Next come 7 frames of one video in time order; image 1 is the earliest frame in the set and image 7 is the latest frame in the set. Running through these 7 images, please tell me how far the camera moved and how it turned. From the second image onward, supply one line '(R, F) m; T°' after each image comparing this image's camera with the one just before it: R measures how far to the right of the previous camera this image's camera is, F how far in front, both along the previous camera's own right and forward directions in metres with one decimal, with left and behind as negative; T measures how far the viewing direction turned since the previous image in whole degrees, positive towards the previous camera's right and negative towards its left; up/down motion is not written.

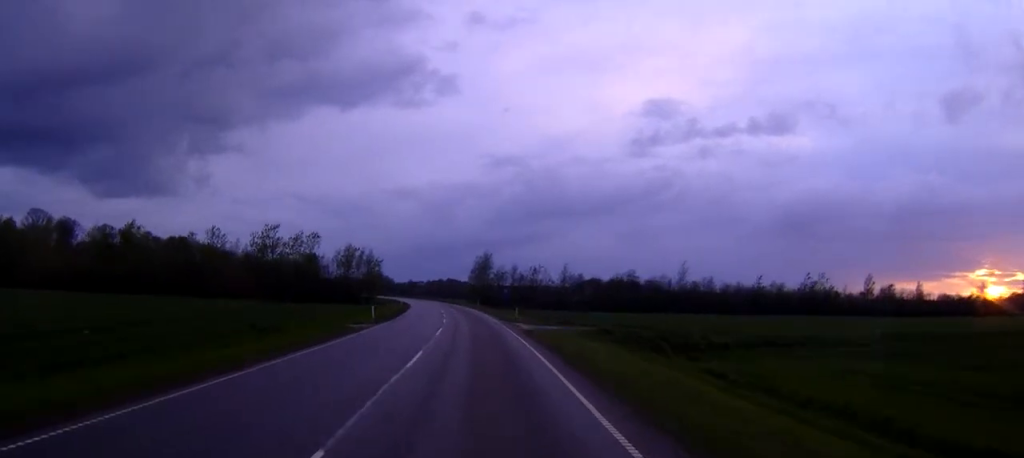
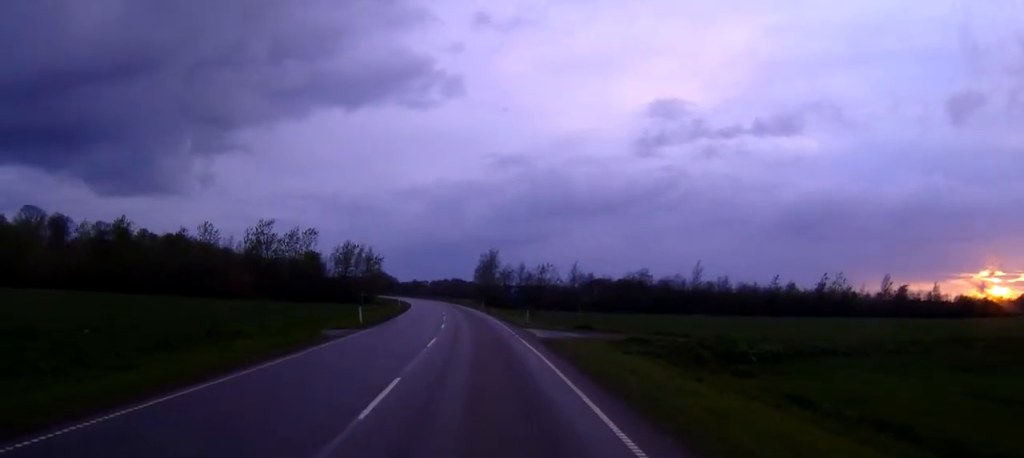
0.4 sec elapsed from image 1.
(0.0, +7.5) m; 0°
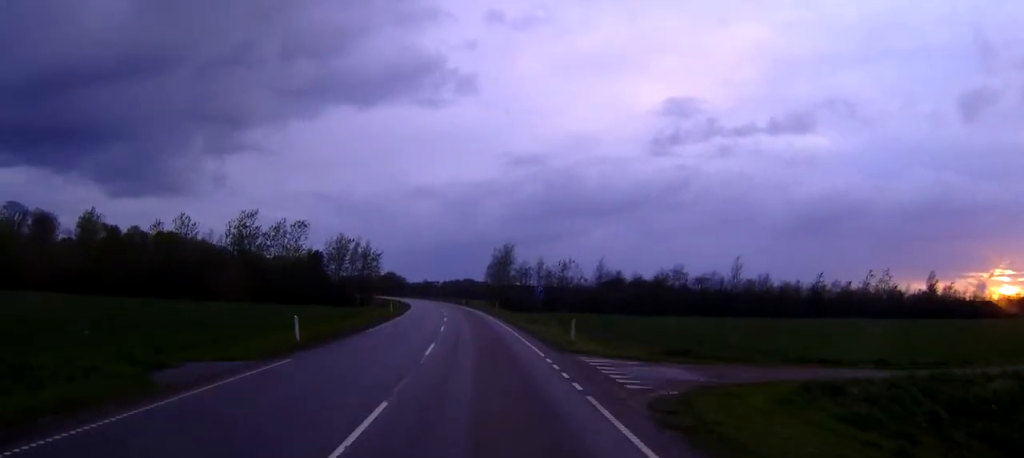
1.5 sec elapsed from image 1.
(-0.1, +18.2) m; -1°
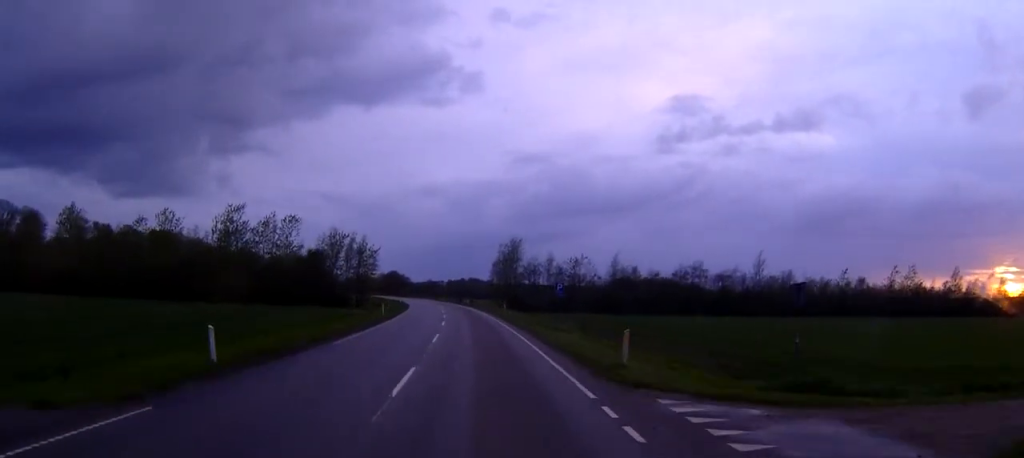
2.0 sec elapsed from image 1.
(-0.1, +9.5) m; 0°
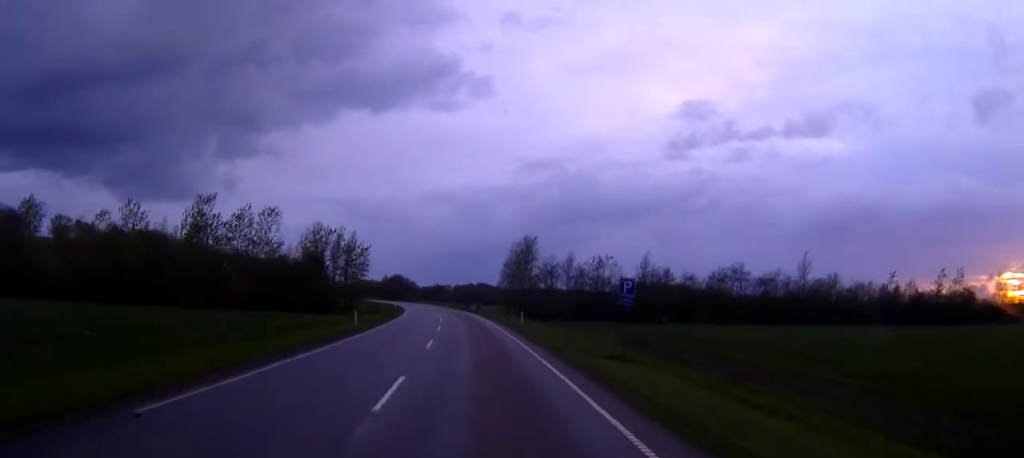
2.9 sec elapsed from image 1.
(-0.1, +16.8) m; 0°
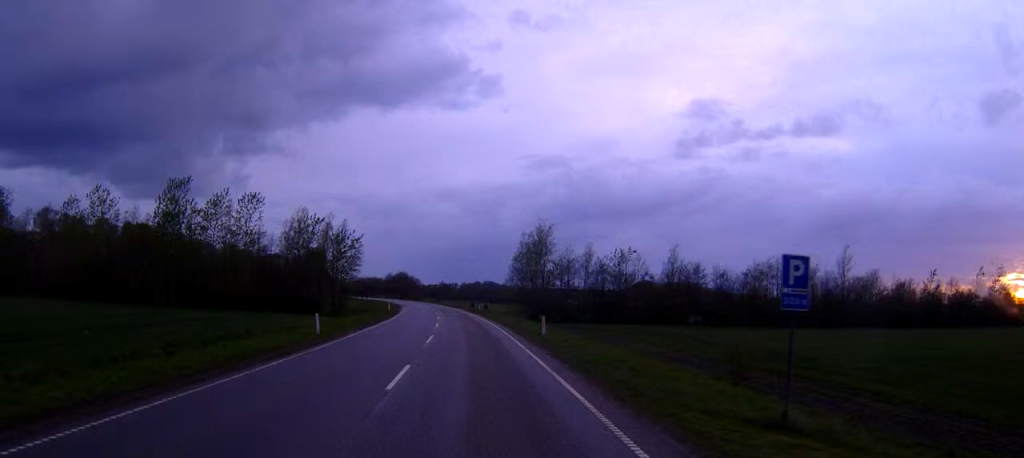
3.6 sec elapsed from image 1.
(0.0, +12.0) m; 0°
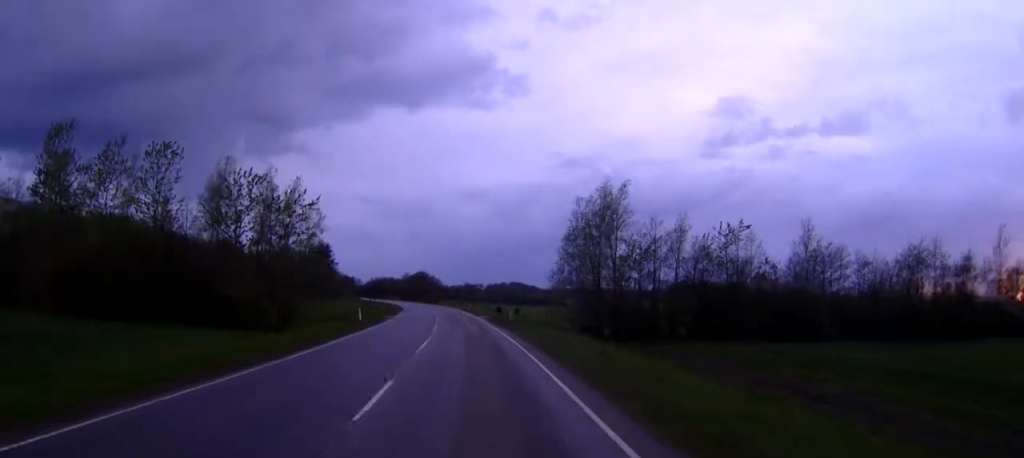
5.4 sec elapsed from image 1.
(-0.2, +33.6) m; -1°
